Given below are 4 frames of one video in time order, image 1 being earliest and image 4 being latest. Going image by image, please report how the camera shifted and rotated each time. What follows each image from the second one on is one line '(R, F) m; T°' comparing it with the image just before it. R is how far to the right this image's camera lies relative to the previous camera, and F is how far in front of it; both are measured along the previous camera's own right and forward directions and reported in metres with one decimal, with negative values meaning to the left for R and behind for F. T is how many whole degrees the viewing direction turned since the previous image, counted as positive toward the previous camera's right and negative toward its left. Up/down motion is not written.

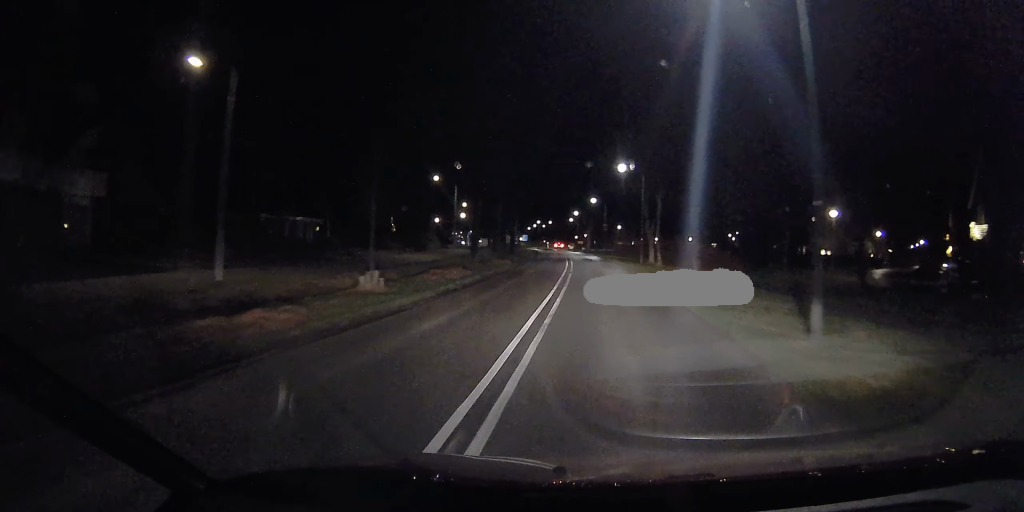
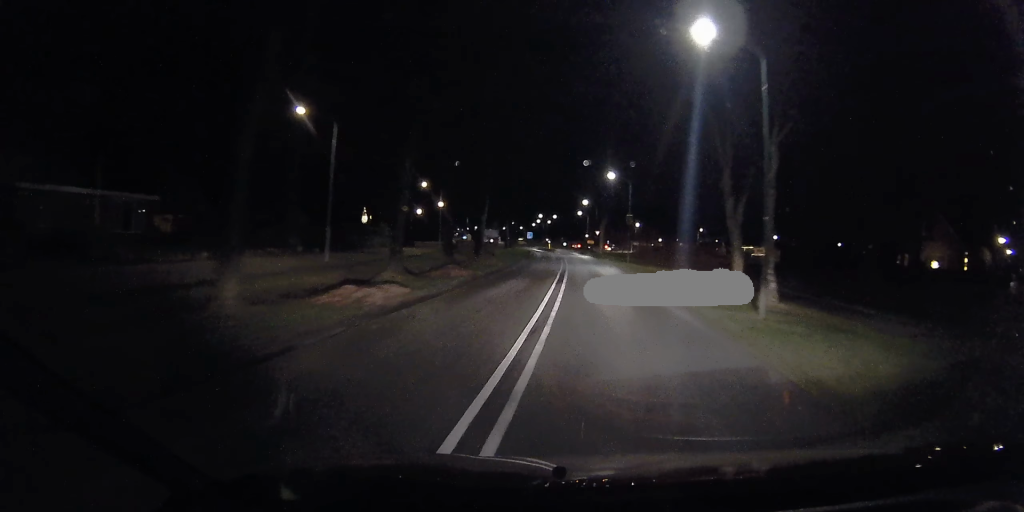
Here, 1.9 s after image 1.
(+0.1, +26.0) m; 0°
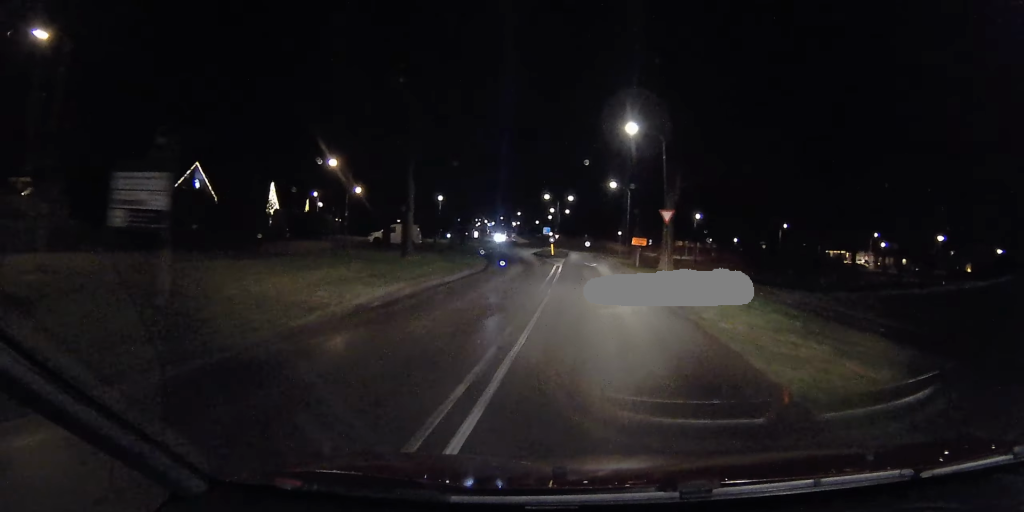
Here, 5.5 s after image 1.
(-1.8, +46.9) m; -4°
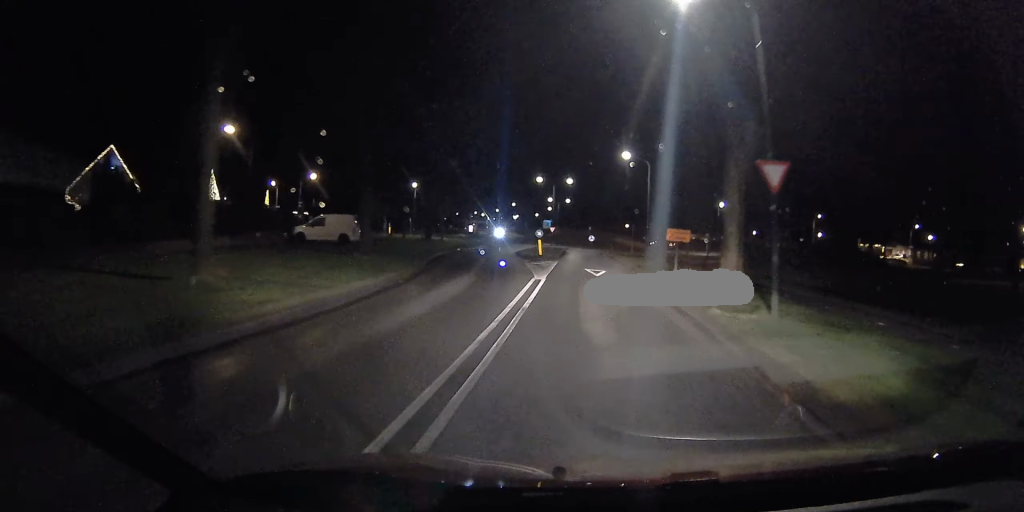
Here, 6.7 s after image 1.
(+0.3, +14.9) m; +2°
